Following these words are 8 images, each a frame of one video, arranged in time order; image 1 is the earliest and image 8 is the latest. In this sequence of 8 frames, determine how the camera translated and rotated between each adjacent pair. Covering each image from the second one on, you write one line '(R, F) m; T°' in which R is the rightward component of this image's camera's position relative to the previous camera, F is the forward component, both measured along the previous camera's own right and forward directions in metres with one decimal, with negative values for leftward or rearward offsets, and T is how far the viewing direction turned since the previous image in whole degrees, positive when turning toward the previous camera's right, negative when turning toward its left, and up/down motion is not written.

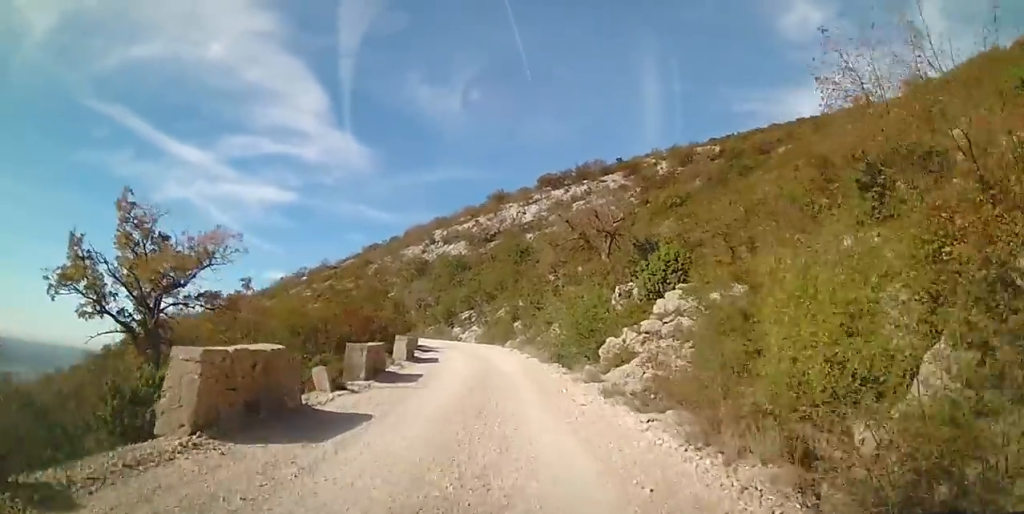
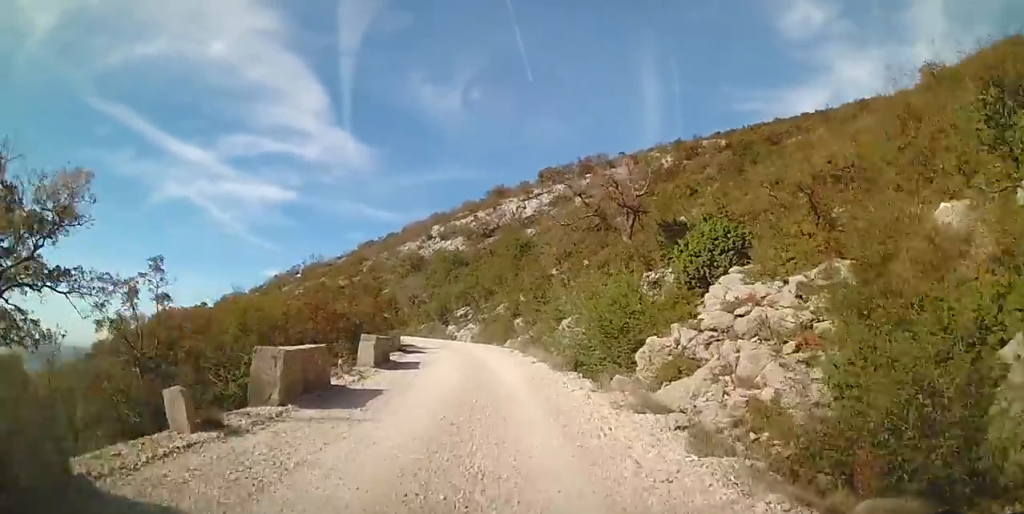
(-0.2, +4.9) m; -3°
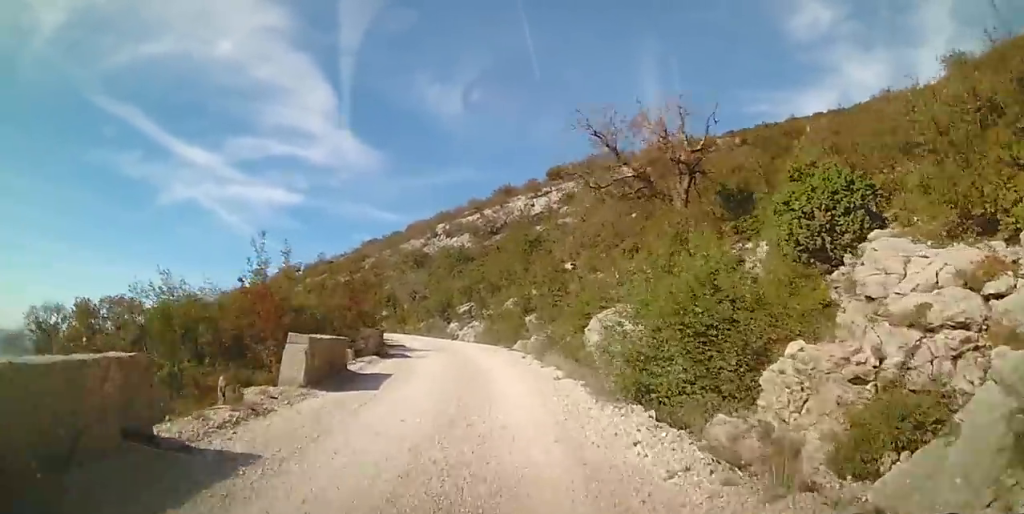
(+0.1, +6.0) m; -3°
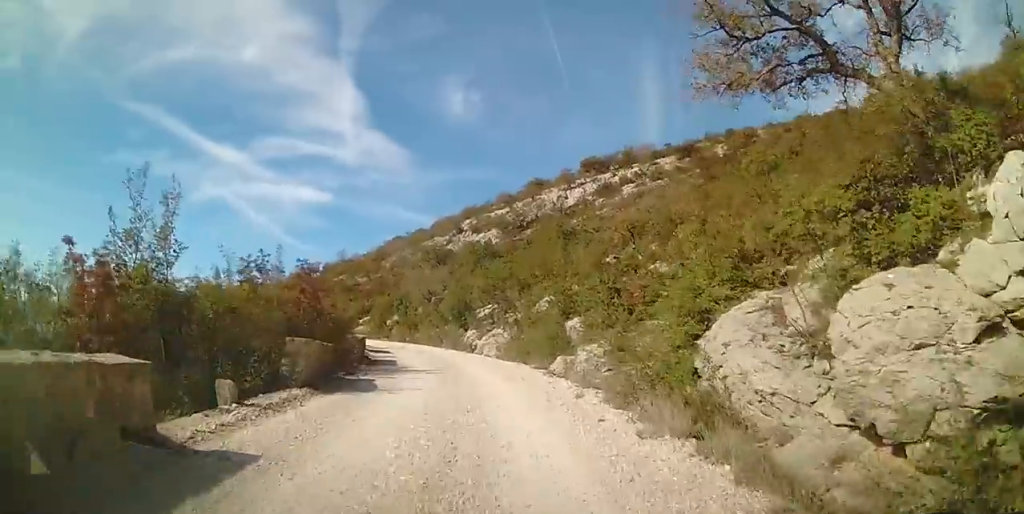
(-0.5, +8.4) m; 0°
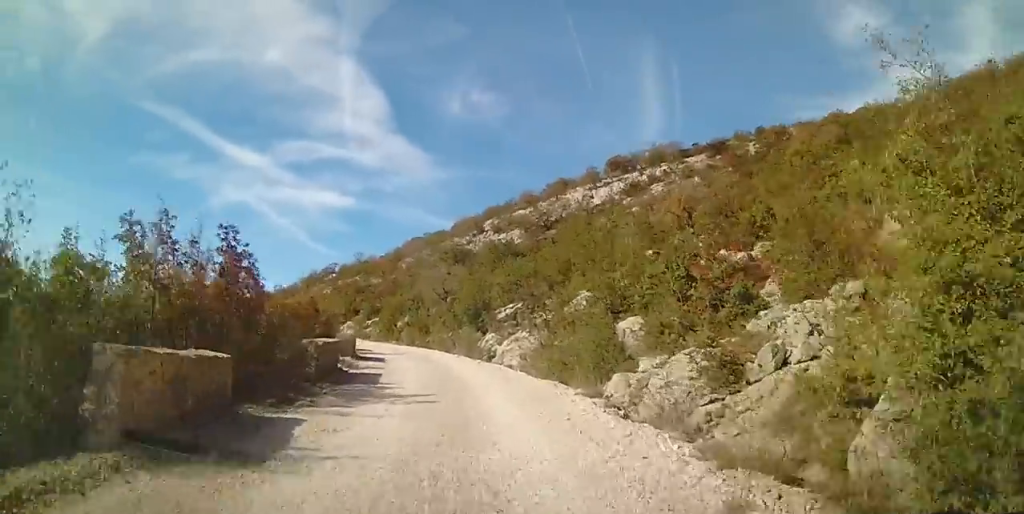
(+0.4, +5.9) m; 0°
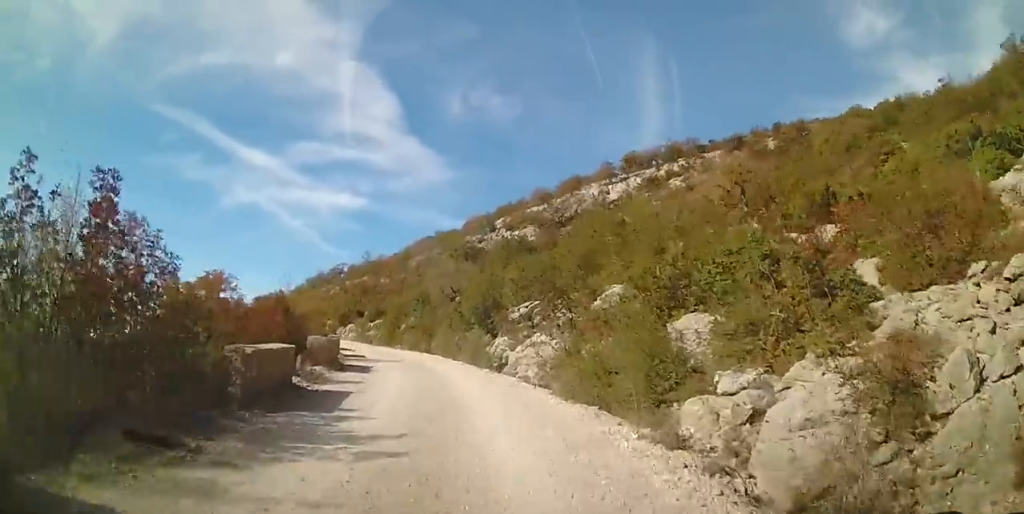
(-0.2, +4.1) m; -4°
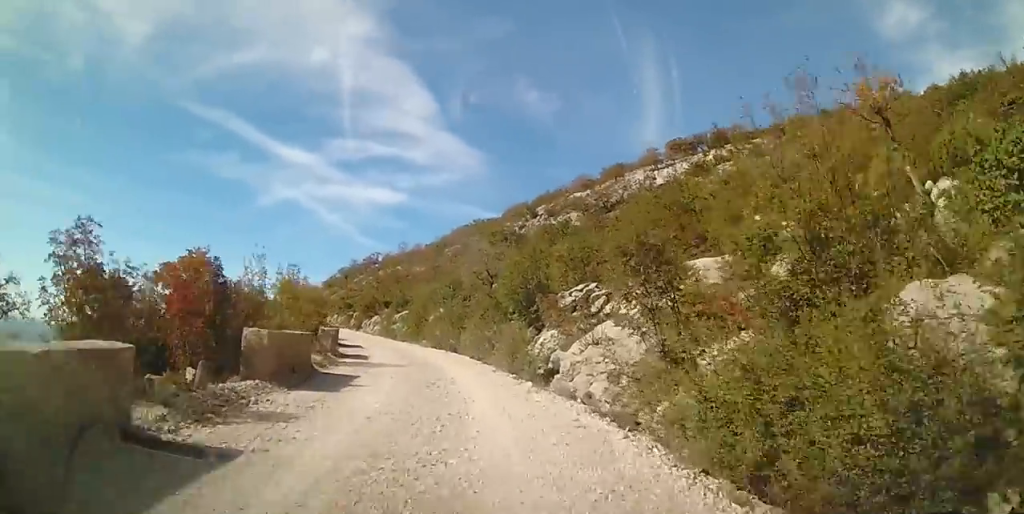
(-0.4, +6.3) m; -6°
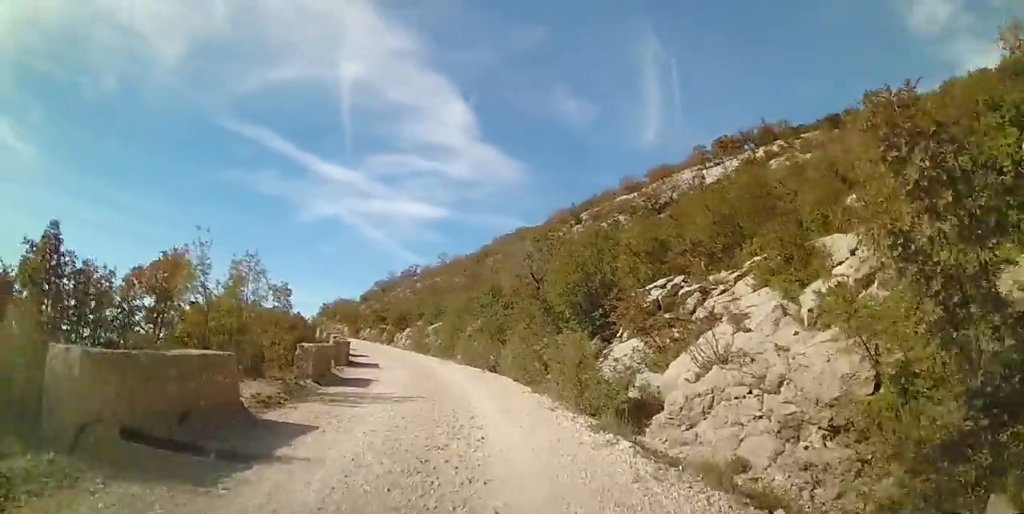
(-0.3, +5.8) m; -3°
